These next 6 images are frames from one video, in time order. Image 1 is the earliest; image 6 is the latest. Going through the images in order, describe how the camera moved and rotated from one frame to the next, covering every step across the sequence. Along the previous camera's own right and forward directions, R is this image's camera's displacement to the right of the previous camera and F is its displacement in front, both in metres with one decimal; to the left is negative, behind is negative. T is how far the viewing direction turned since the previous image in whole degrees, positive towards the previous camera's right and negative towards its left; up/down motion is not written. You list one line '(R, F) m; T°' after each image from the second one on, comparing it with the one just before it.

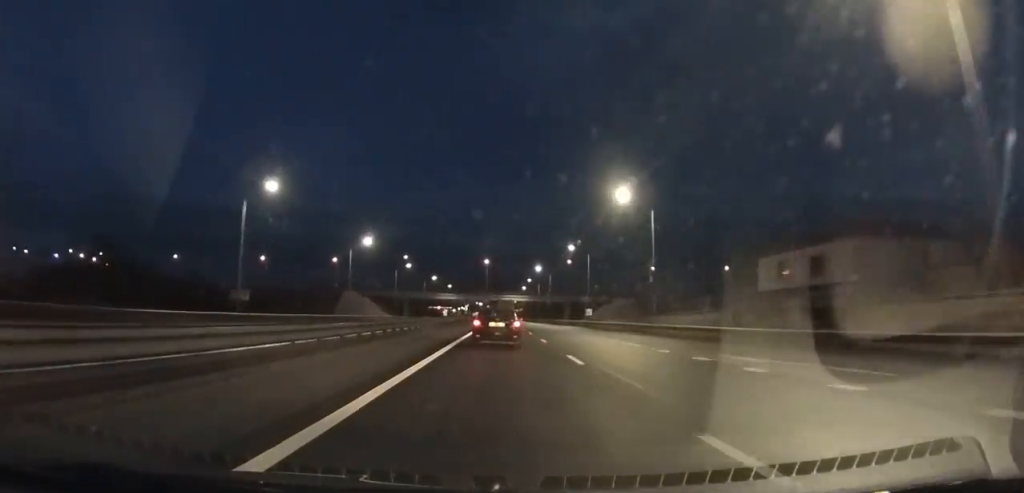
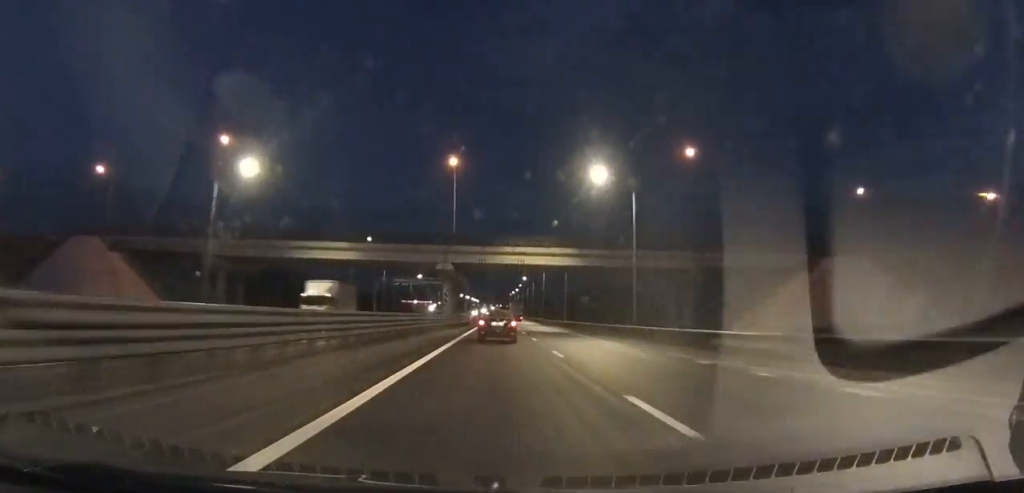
(0.0, +114.6) m; 0°
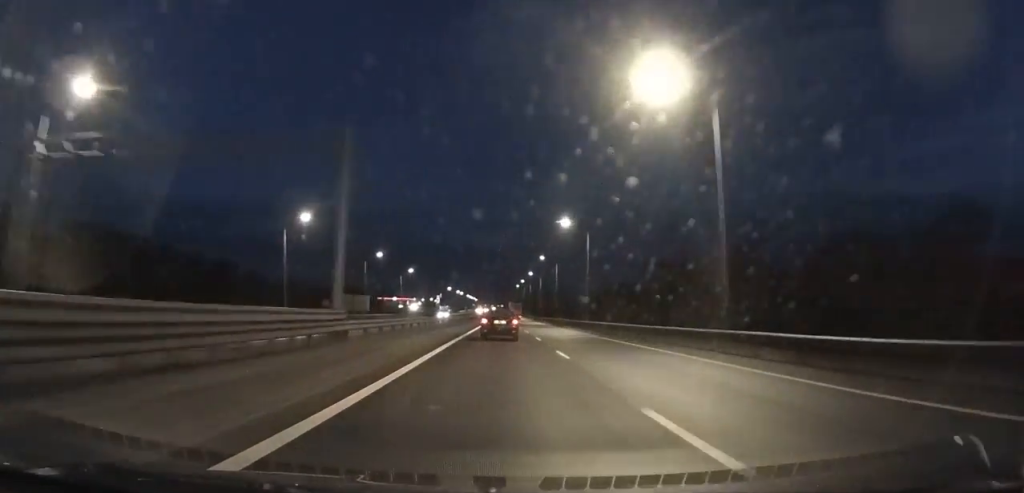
(+0.5, +92.9) m; 0°
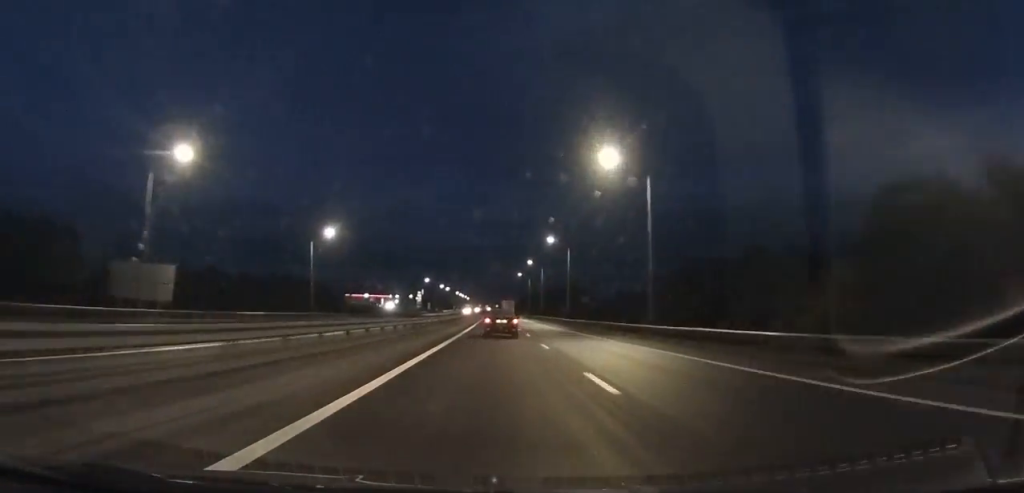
(-0.2, +65.3) m; 0°
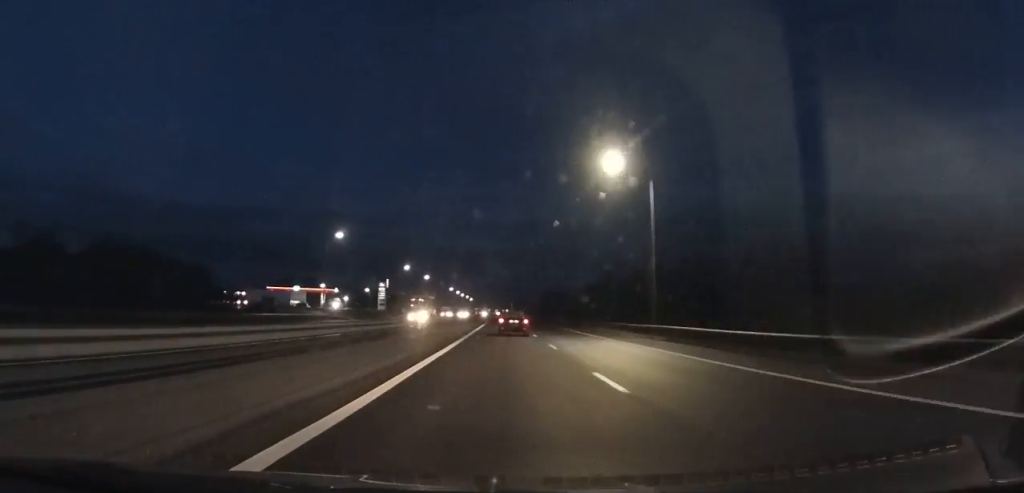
(+0.1, +115.9) m; 0°
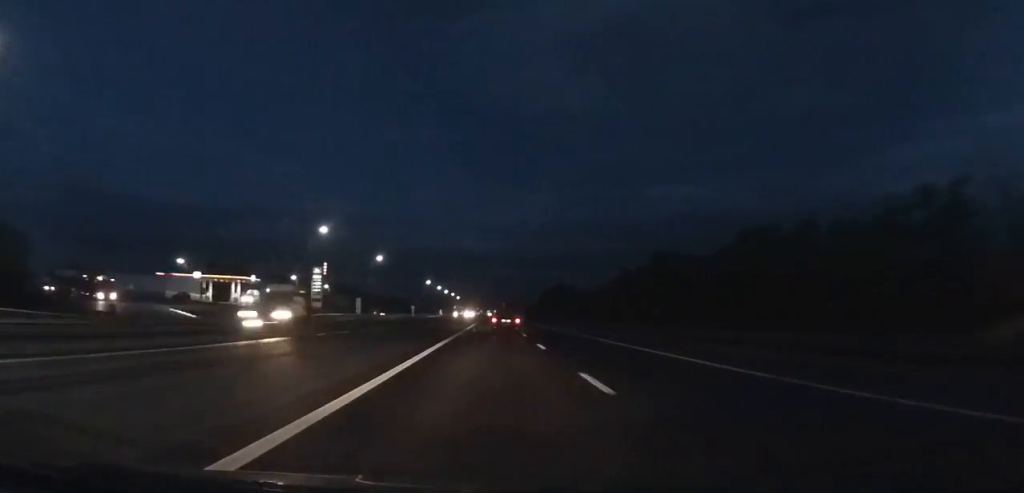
(-0.1, +58.7) m; 0°
